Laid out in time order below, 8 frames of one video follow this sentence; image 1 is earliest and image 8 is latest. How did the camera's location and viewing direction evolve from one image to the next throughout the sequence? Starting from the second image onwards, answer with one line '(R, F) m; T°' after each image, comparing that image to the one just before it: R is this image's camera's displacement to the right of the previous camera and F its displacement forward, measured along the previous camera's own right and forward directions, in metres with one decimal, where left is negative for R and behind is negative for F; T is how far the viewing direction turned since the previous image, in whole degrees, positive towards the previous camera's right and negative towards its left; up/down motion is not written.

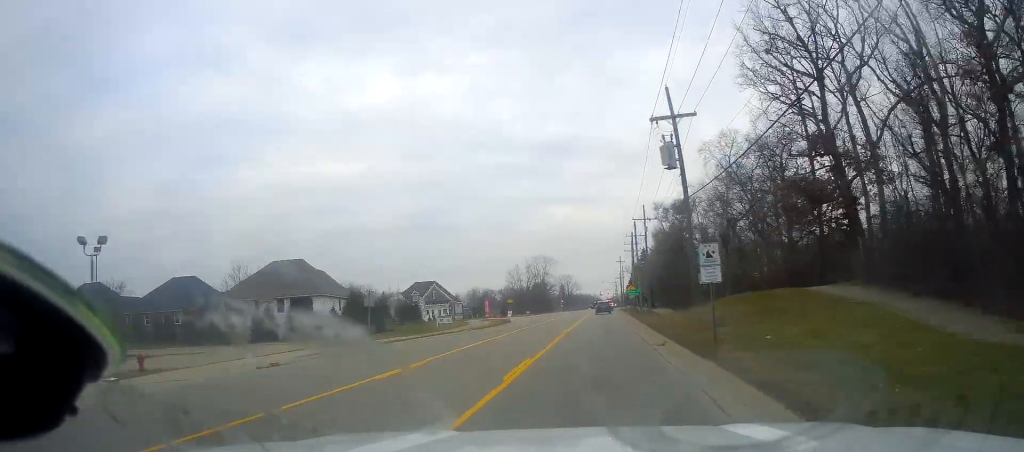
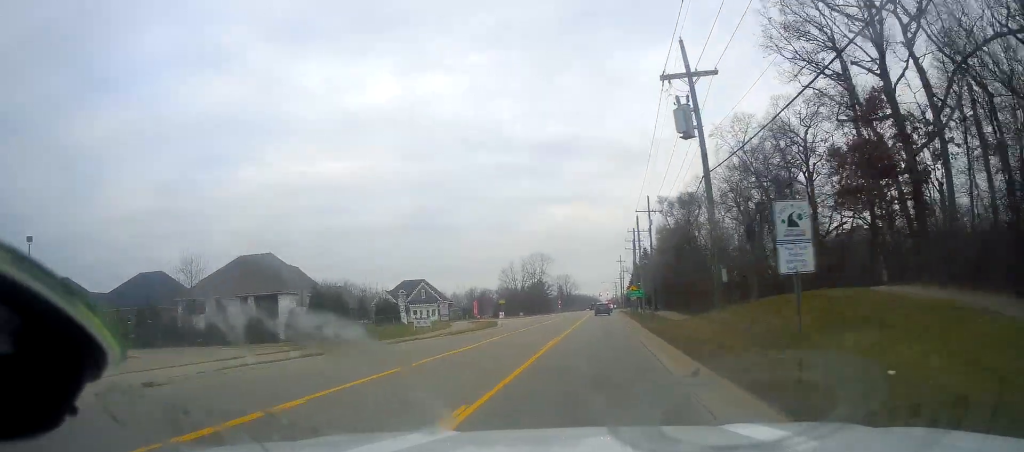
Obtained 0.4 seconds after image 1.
(-0.2, +7.7) m; 0°
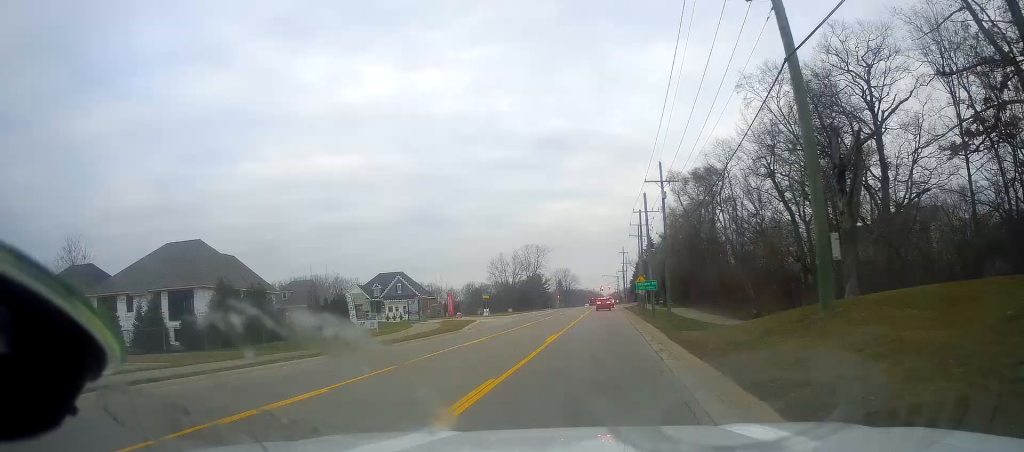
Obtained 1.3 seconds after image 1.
(+0.3, +14.3) m; -1°
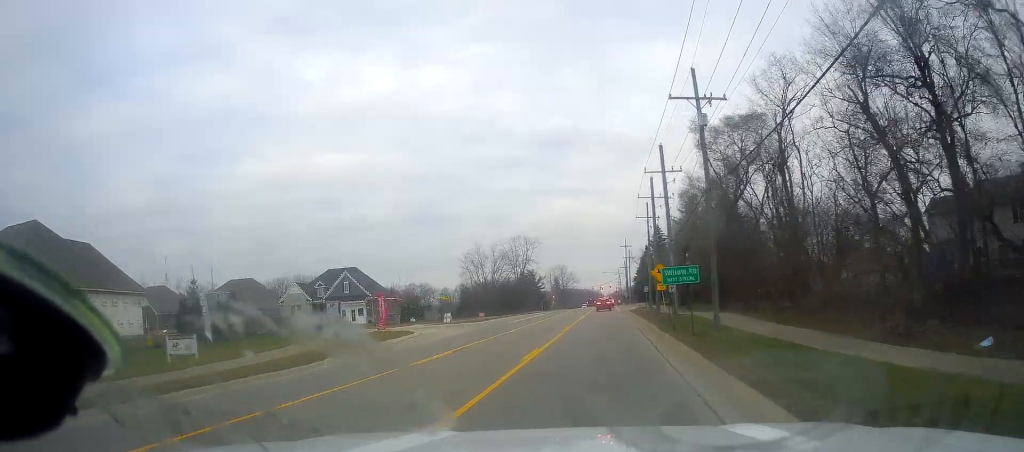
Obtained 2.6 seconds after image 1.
(-0.8, +21.6) m; -1°
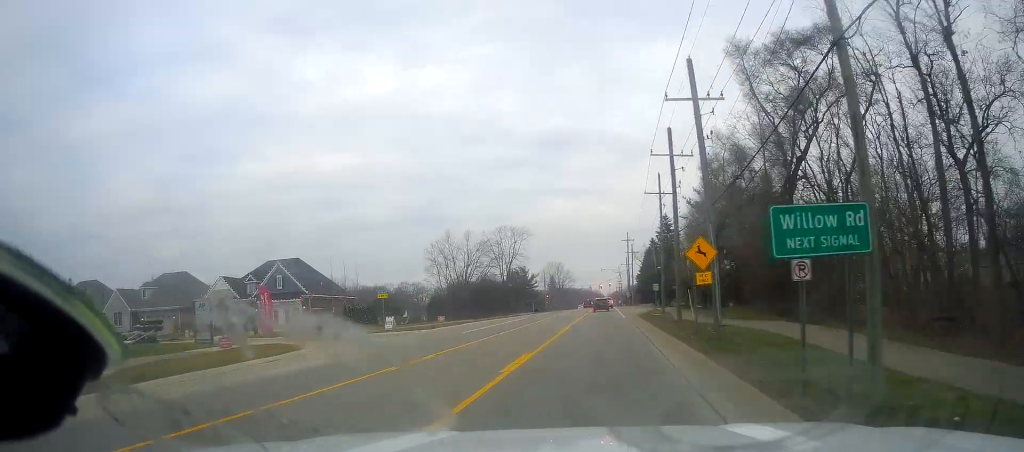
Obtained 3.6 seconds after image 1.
(+0.5, +17.7) m; +3°
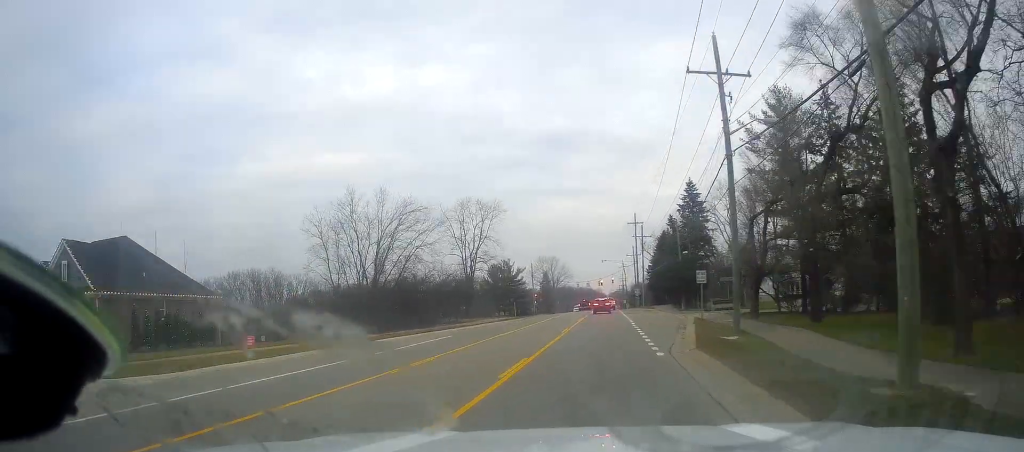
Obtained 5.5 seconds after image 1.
(+0.4, +30.3) m; -2°
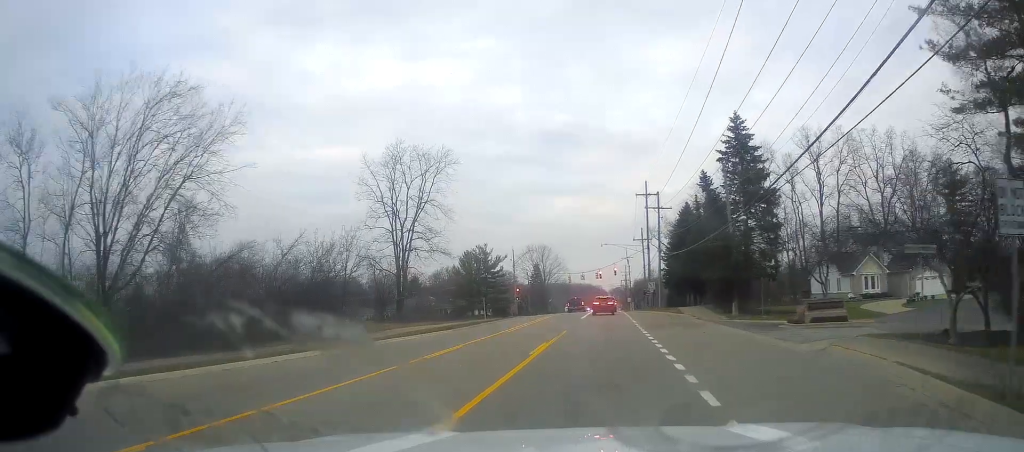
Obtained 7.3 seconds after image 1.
(-0.1, +28.2) m; 0°
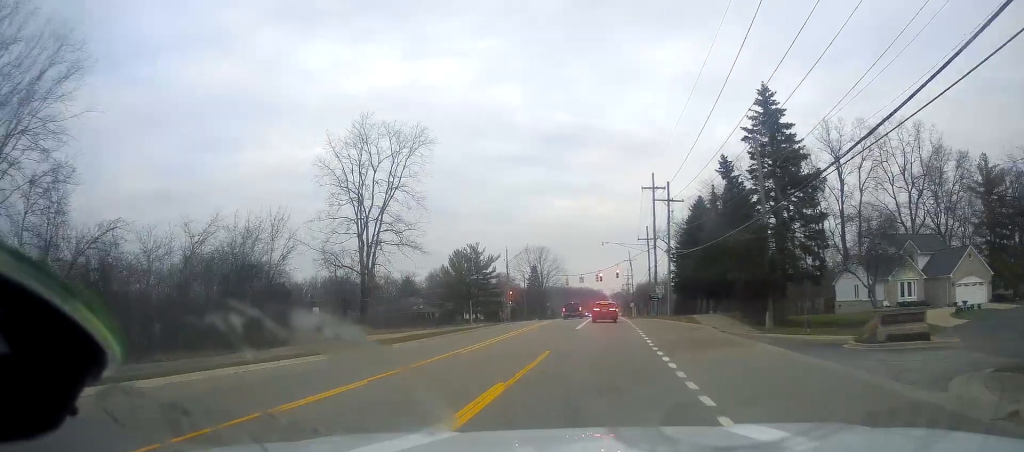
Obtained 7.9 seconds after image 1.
(-0.3, +8.7) m; 0°
